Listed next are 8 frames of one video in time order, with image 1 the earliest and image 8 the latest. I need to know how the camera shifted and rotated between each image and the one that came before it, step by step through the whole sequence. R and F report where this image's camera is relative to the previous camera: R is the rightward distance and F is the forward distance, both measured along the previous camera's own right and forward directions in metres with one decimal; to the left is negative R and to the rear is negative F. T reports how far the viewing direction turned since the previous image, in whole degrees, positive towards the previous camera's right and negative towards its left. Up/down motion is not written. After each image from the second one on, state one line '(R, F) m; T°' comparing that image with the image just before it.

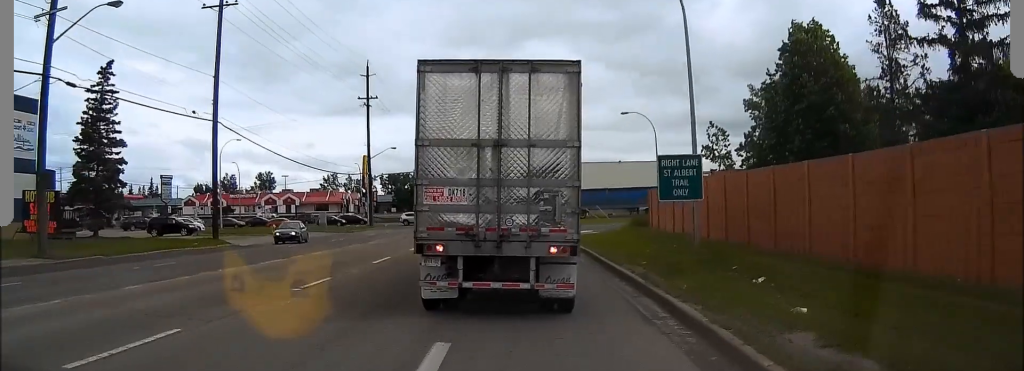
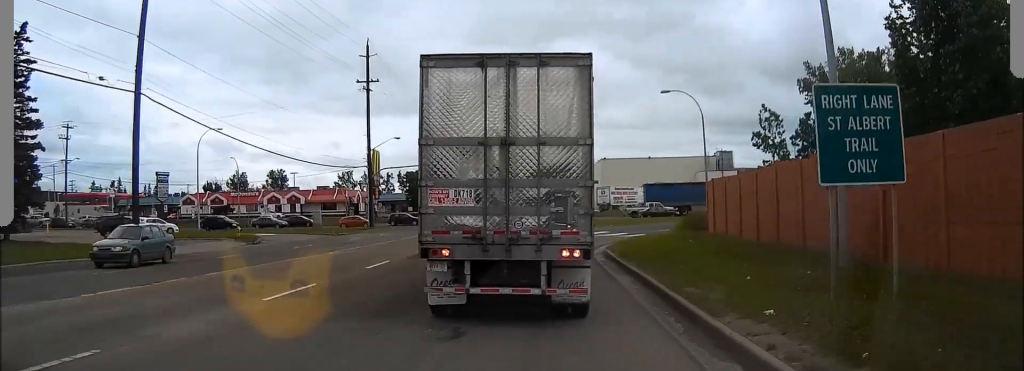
(-0.1, +10.8) m; -1°
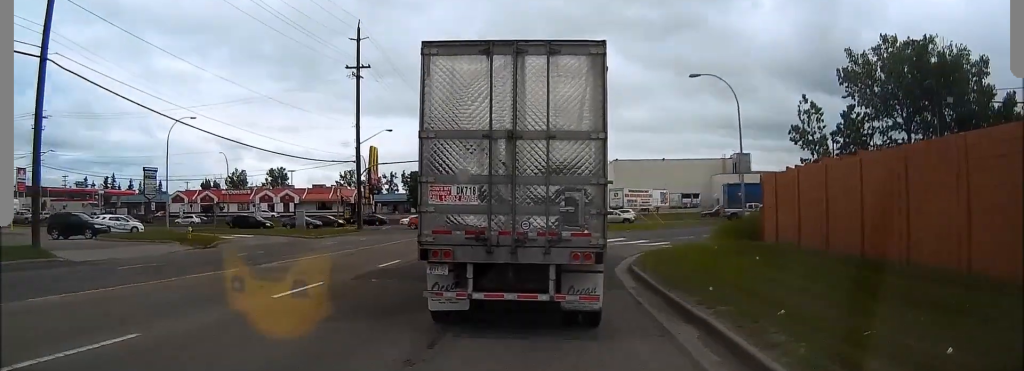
(-0.1, +7.7) m; -1°
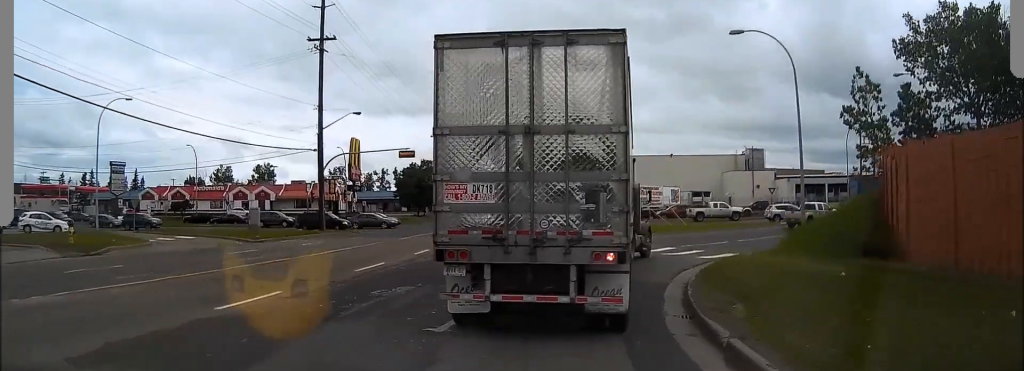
(-0.1, +11.6) m; 0°
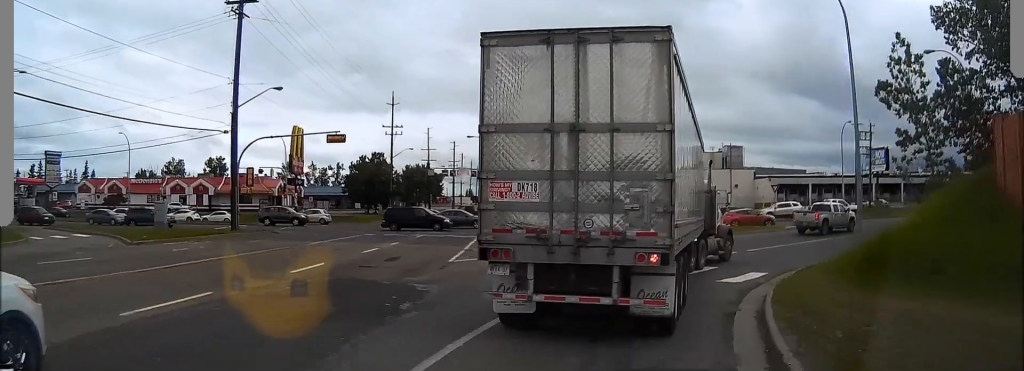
(0.0, +10.7) m; +3°
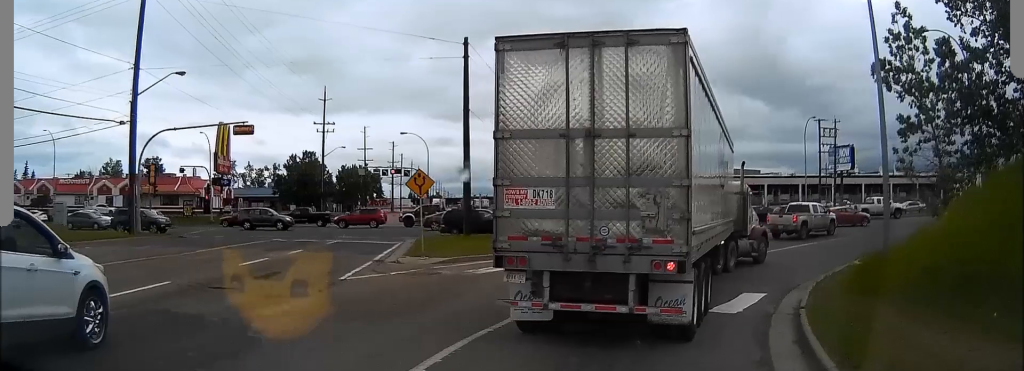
(+0.2, +6.4) m; +4°
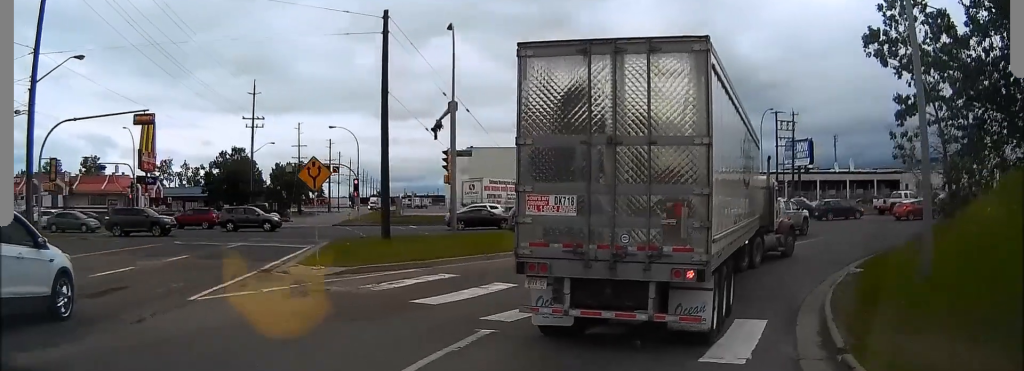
(+0.1, +5.4) m; +5°
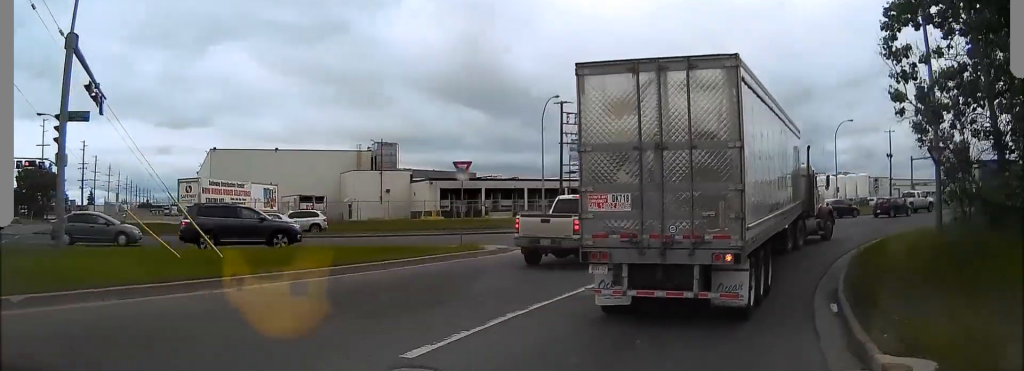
(+2.5, +16.1) m; +16°
